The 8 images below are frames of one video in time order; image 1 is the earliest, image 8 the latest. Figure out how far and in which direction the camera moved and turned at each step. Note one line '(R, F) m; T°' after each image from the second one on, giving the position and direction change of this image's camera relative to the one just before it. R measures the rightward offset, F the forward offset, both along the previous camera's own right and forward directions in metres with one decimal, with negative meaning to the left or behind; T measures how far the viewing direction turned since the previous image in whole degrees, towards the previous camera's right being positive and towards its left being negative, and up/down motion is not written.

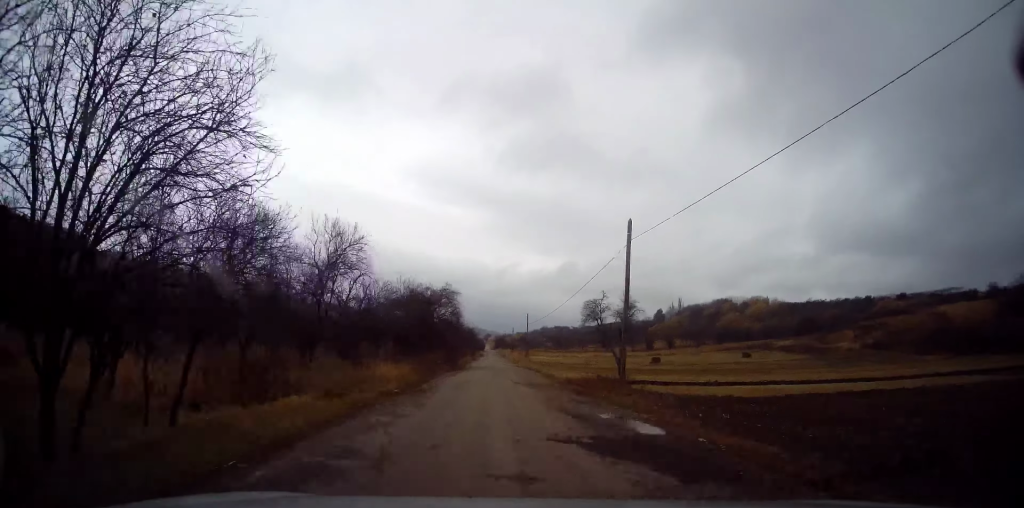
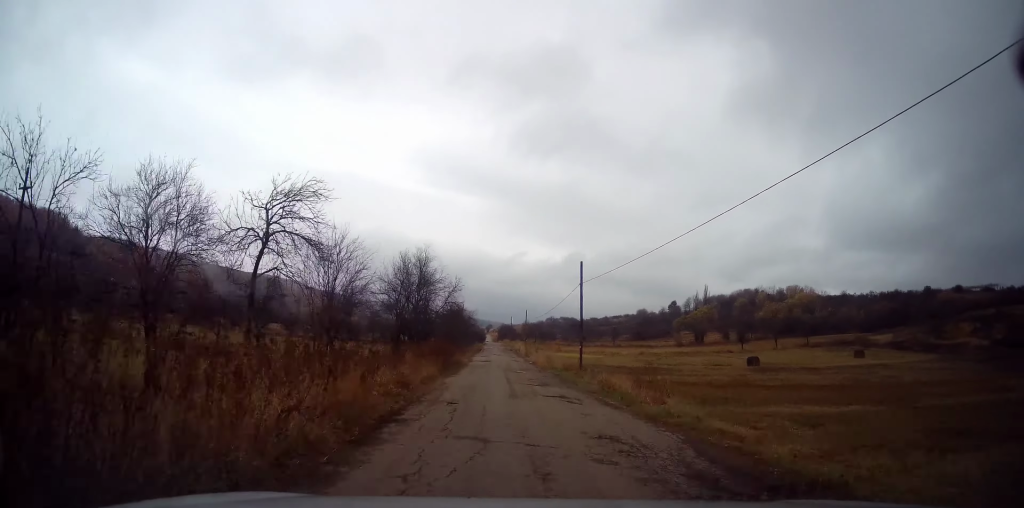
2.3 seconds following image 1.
(0.0, +41.5) m; -1°
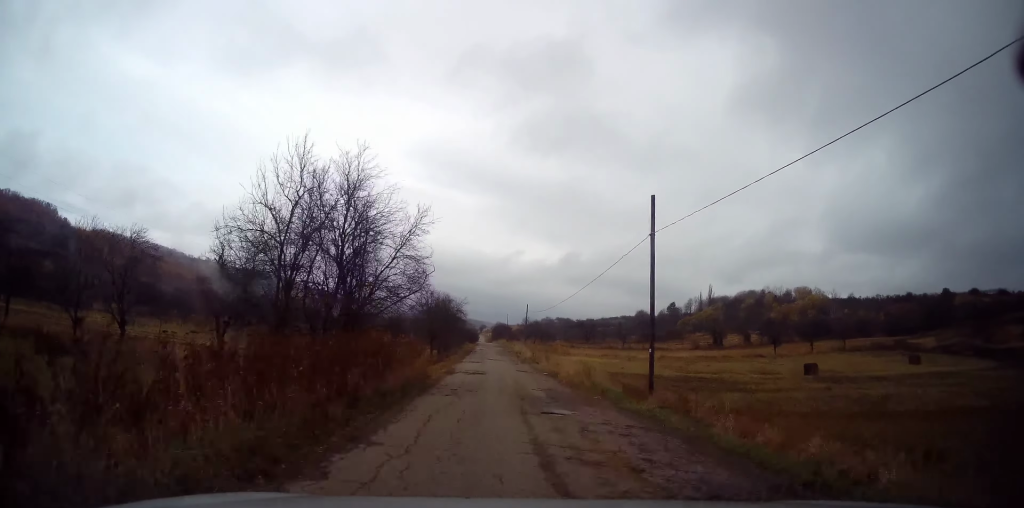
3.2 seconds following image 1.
(-0.1, +15.1) m; +1°
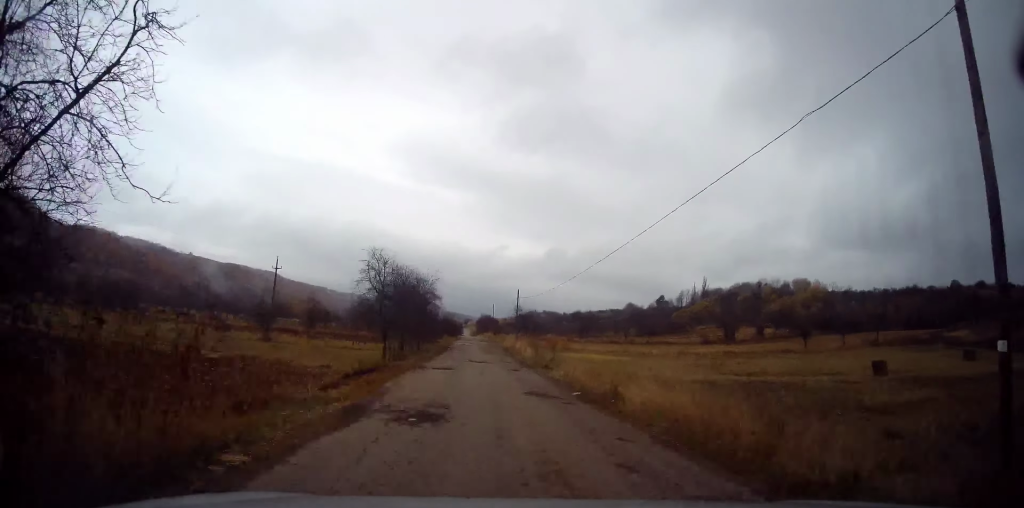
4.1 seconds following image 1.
(+0.6, +14.2) m; +1°
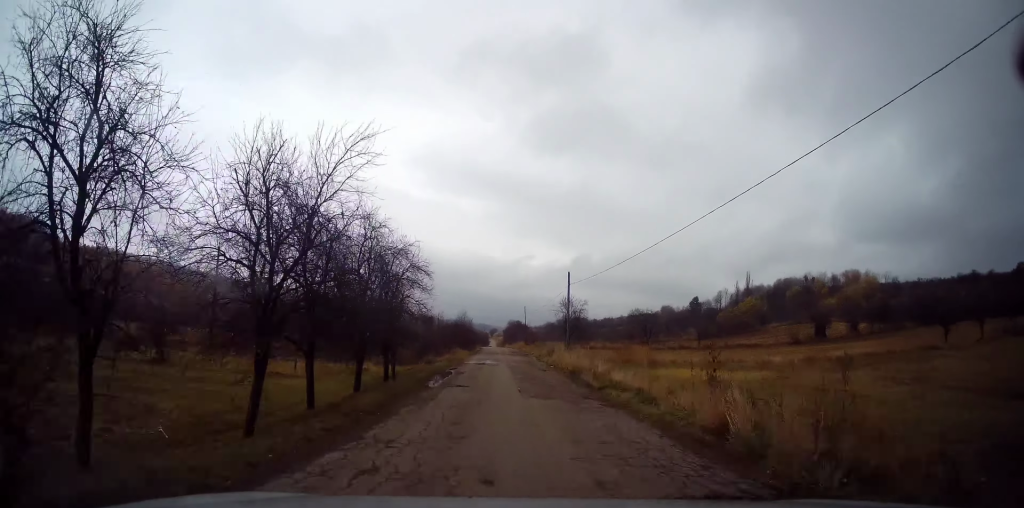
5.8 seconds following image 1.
(-0.8, +24.8) m; -1°
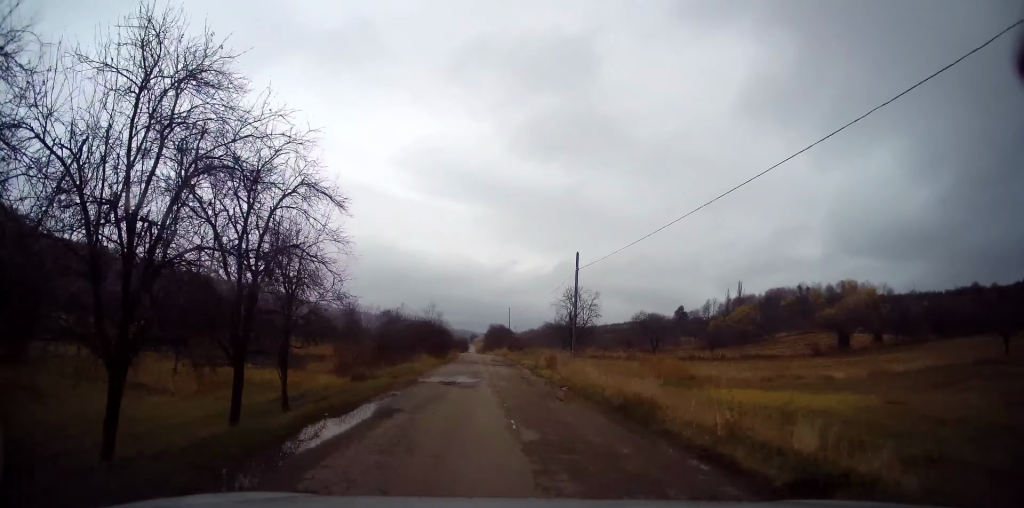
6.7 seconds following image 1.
(+0.2, +12.3) m; 0°
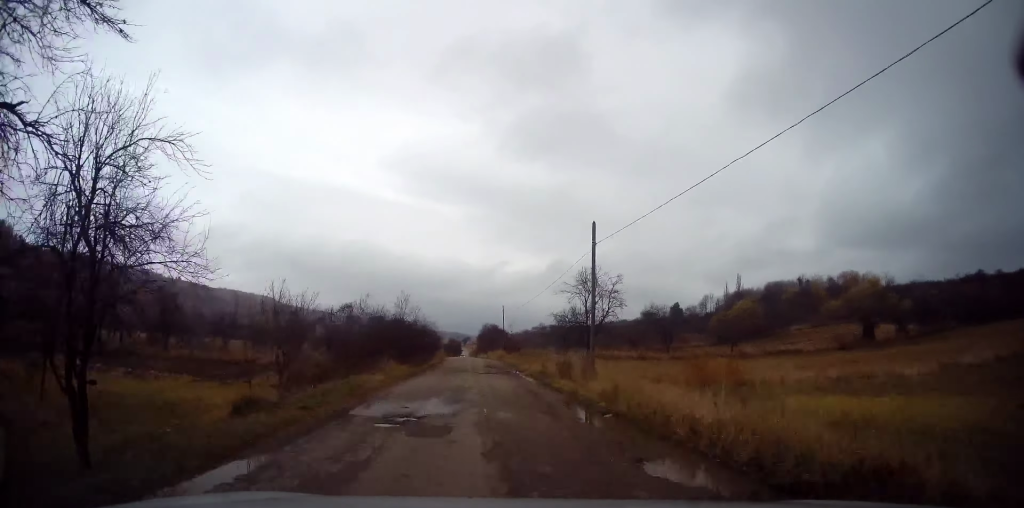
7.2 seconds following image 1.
(0.0, +7.6) m; -1°
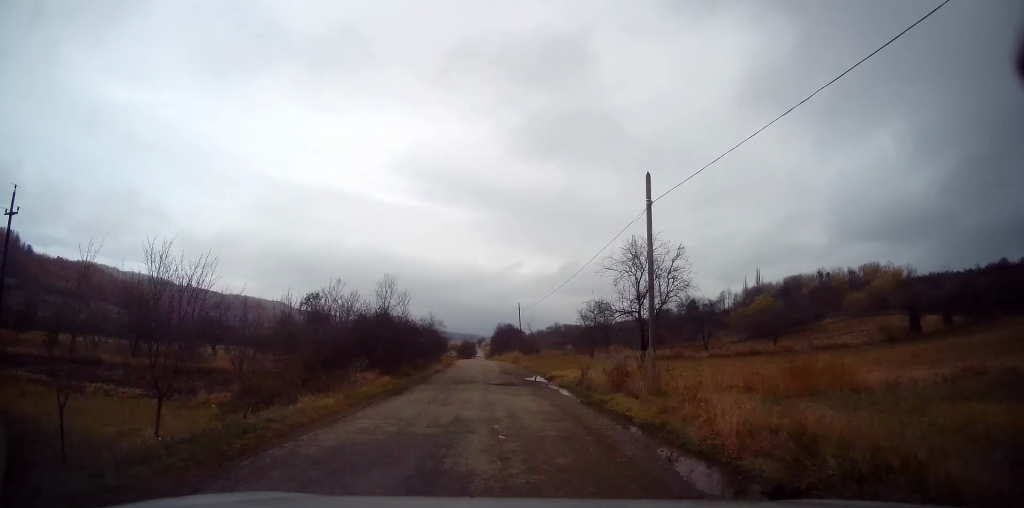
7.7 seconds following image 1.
(-0.1, +6.7) m; -1°
